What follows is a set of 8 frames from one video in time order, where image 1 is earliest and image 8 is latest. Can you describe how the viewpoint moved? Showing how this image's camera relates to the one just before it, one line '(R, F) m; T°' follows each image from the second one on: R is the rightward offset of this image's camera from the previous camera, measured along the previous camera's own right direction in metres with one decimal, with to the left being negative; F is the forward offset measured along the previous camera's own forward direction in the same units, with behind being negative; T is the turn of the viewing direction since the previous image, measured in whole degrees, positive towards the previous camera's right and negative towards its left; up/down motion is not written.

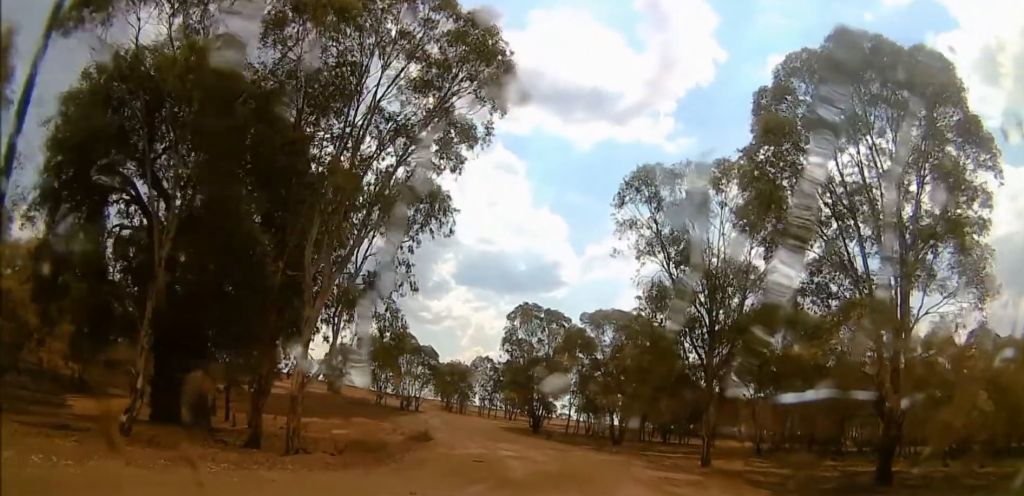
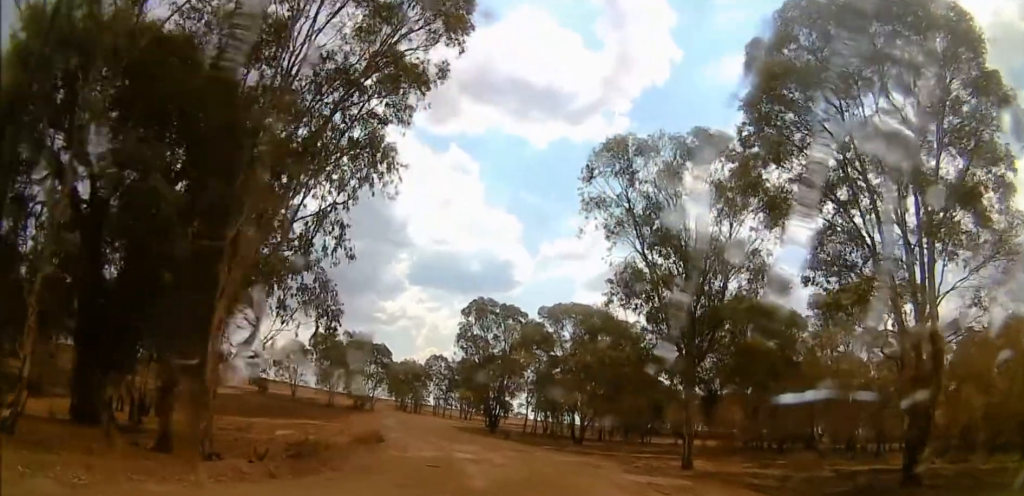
(-0.1, +3.6) m; +5°
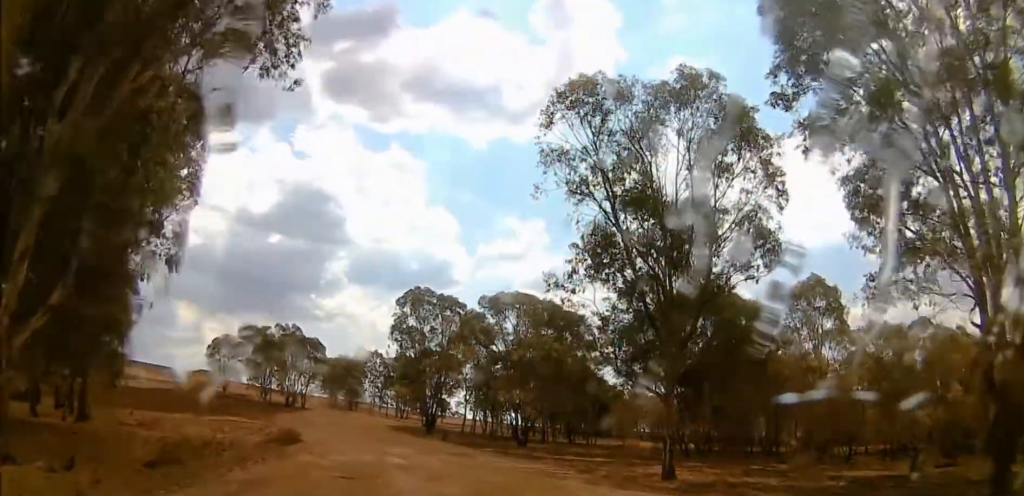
(+0.7, +5.3) m; +11°
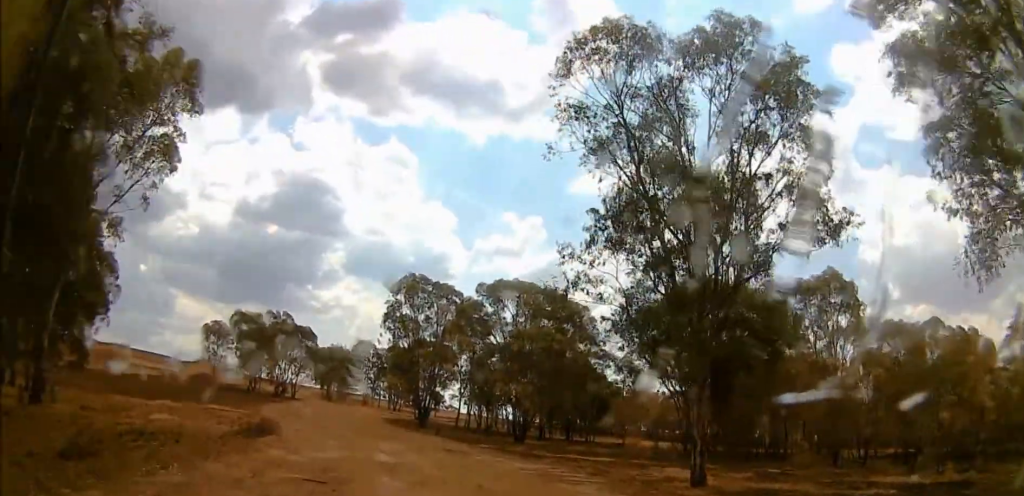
(-0.1, +3.3) m; +13°
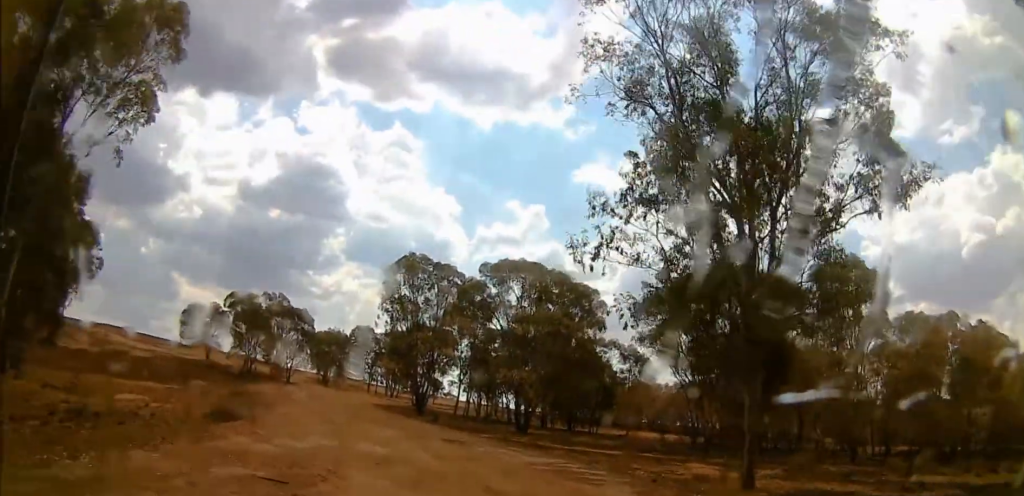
(+0.5, +2.4) m; 0°
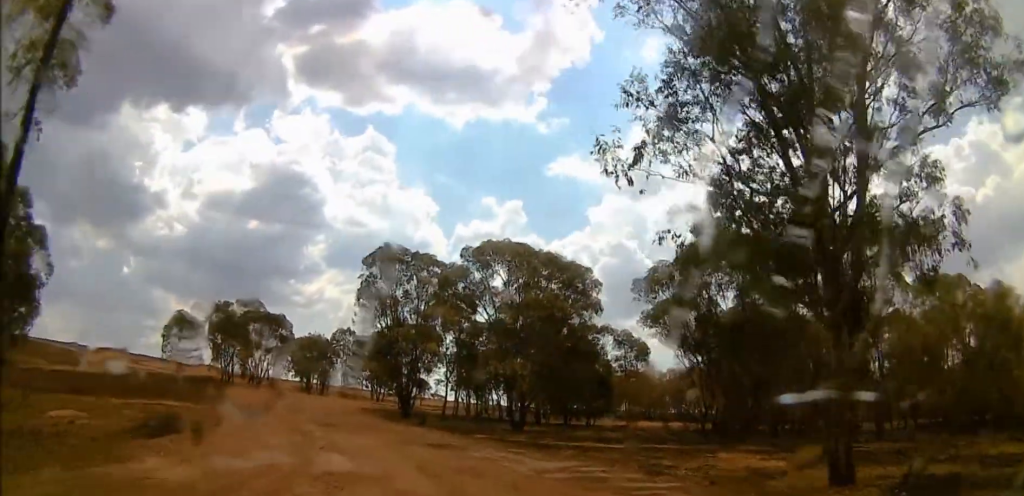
(+0.2, +3.7) m; -10°
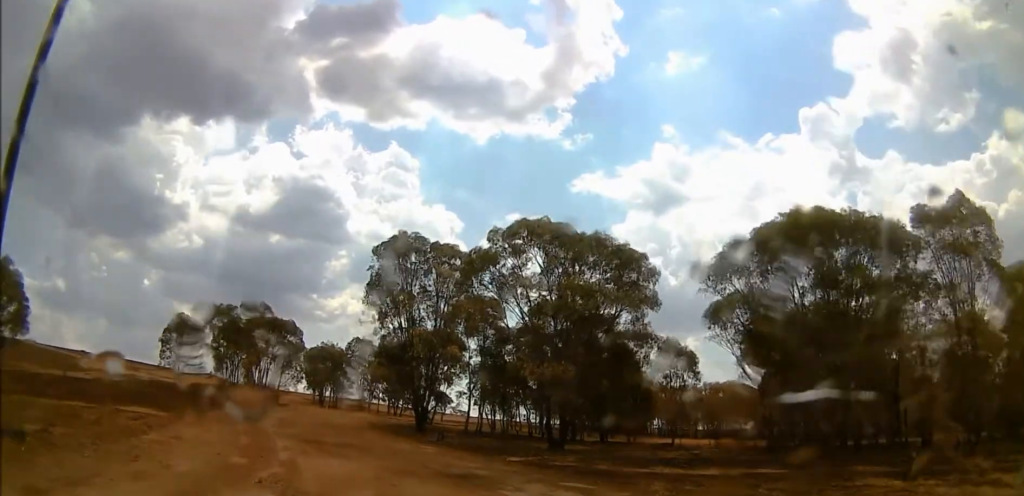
(-1.7, +10.7) m; +1°
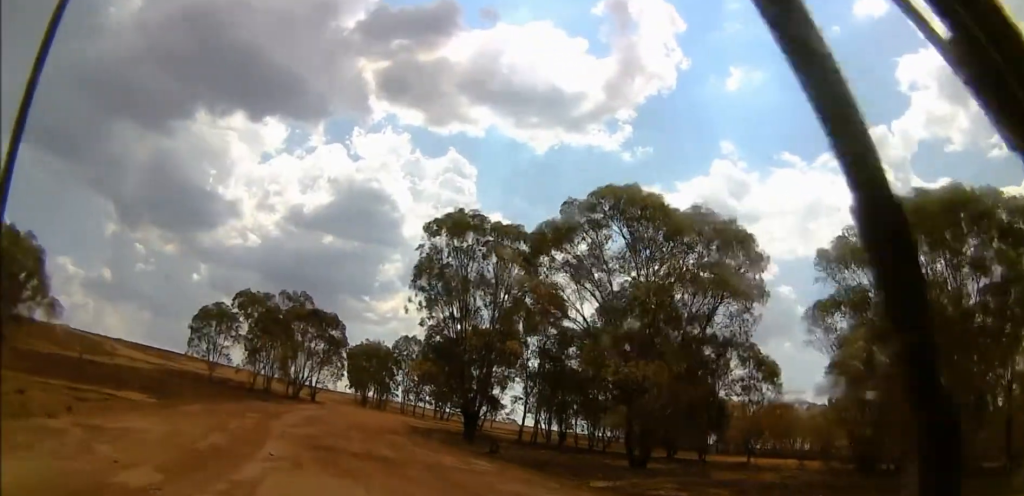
(+0.4, +9.2) m; -3°
